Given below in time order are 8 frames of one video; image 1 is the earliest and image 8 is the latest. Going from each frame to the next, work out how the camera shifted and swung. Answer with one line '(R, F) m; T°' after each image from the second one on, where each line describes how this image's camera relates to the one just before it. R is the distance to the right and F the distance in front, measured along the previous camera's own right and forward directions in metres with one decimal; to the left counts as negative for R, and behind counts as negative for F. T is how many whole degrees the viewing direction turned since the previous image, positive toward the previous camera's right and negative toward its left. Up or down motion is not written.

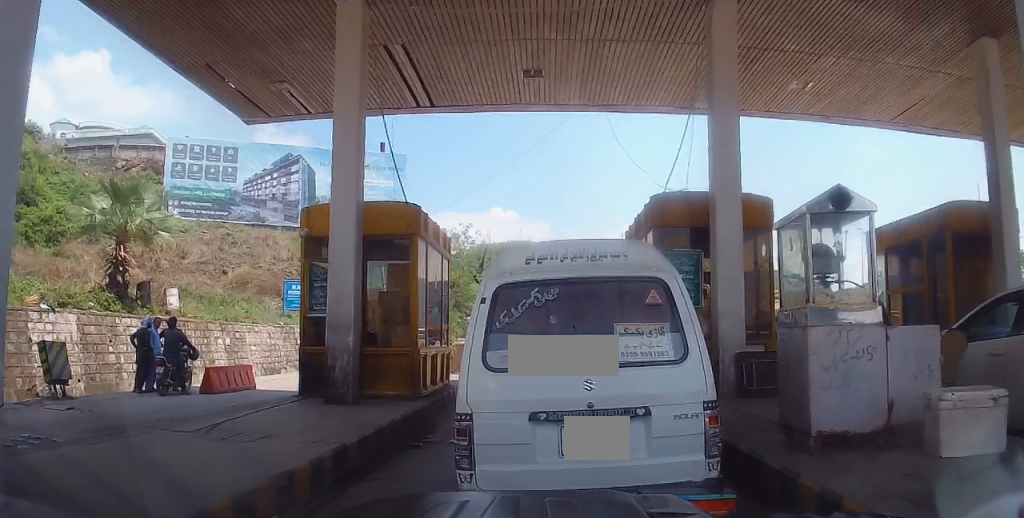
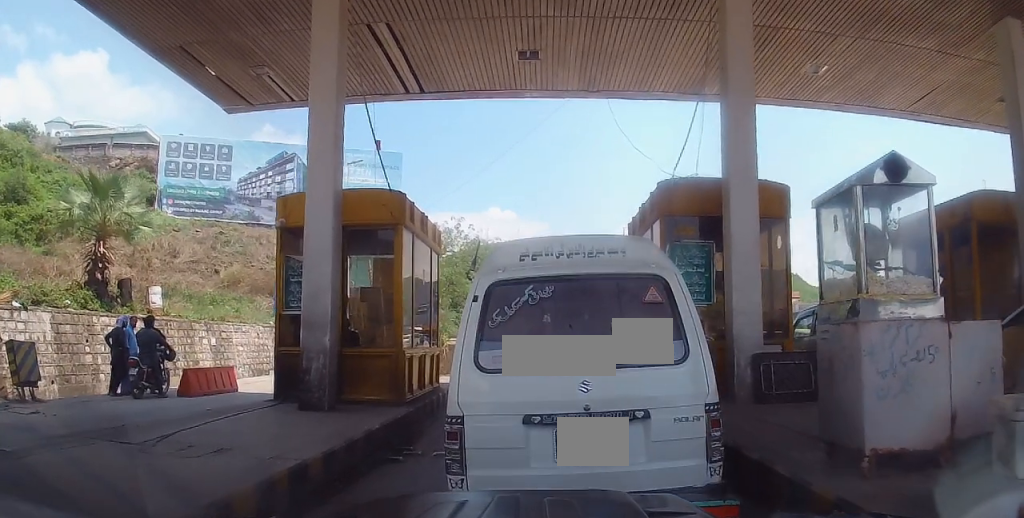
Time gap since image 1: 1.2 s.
(0.0, +0.8) m; 0°
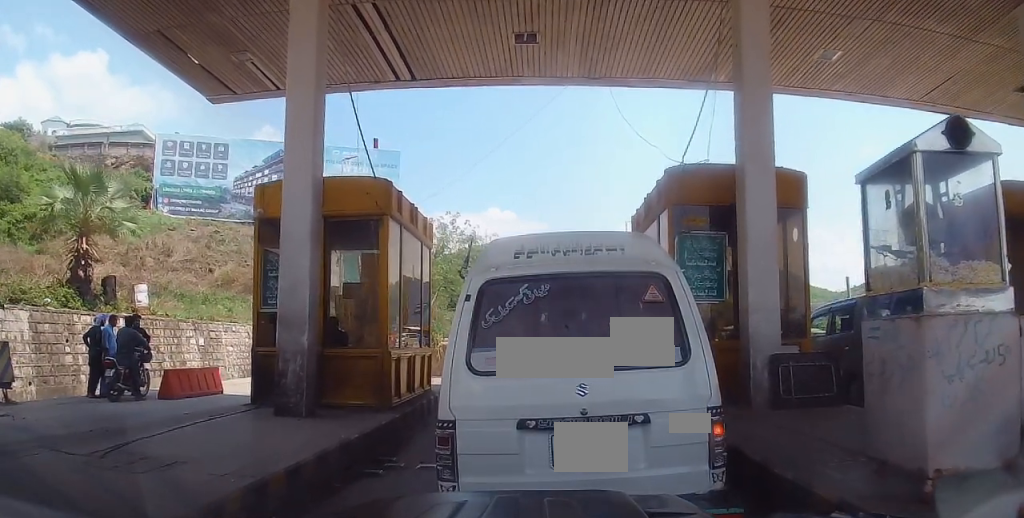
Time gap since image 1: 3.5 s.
(-0.2, +0.2) m; 0°
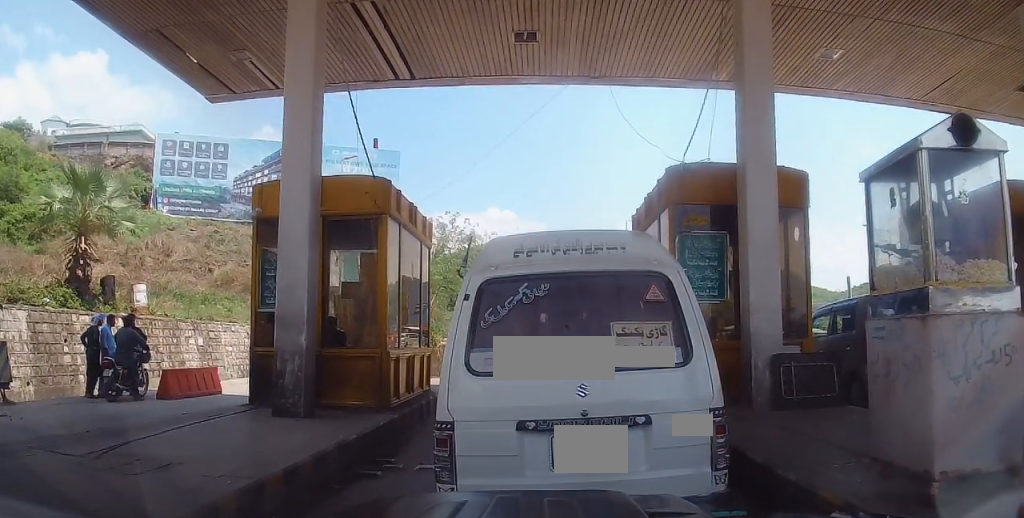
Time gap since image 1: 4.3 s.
(0.0, 0.0) m; 0°
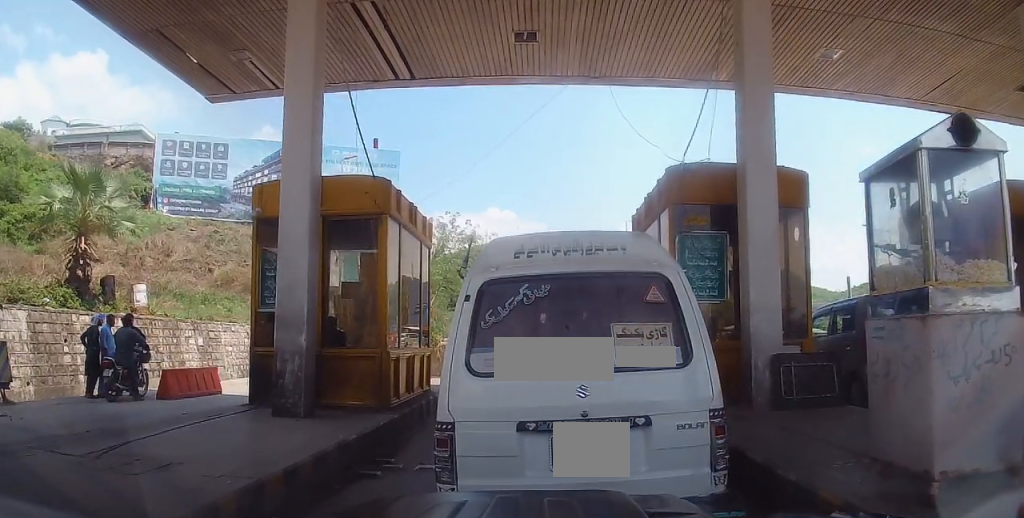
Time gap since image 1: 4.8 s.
(0.0, 0.0) m; 0°
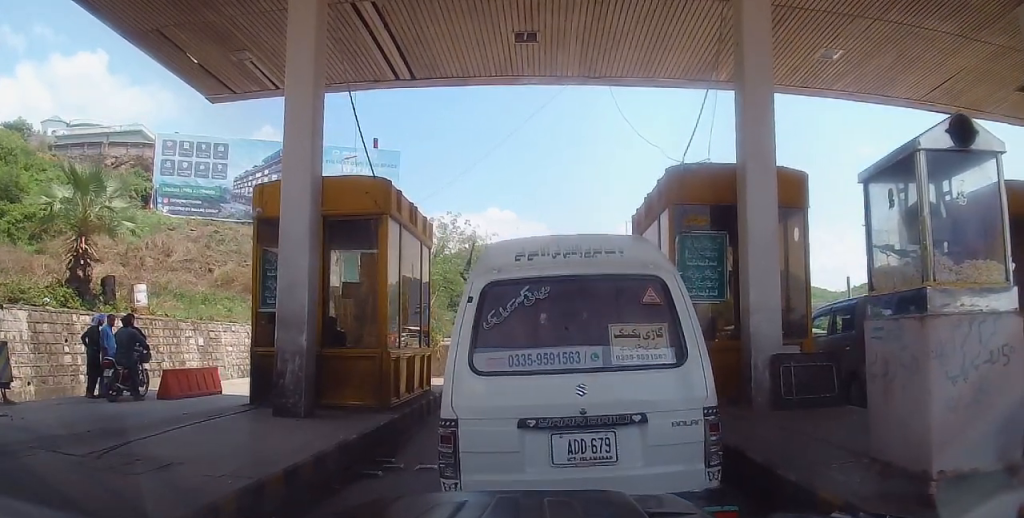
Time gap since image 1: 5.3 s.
(0.0, 0.0) m; 0°
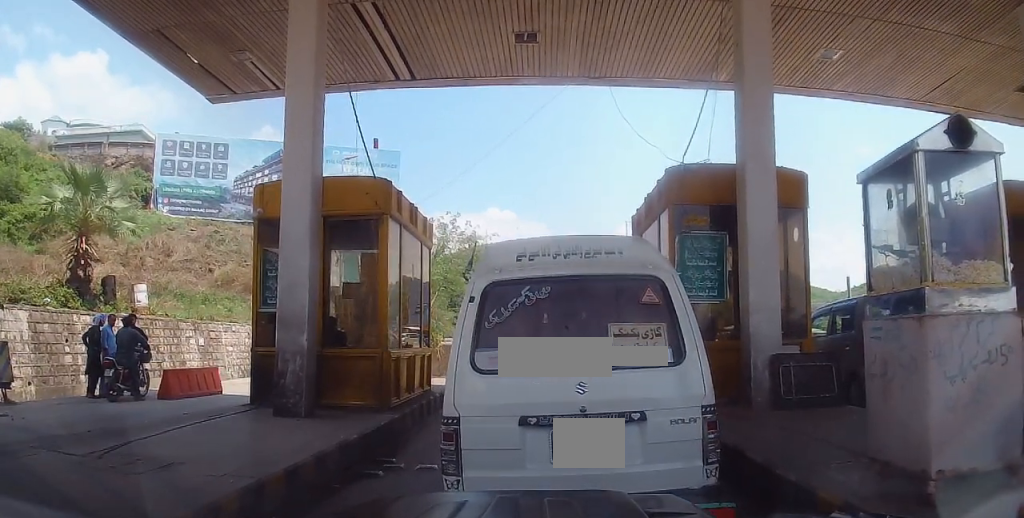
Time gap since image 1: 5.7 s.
(0.0, 0.0) m; 0°
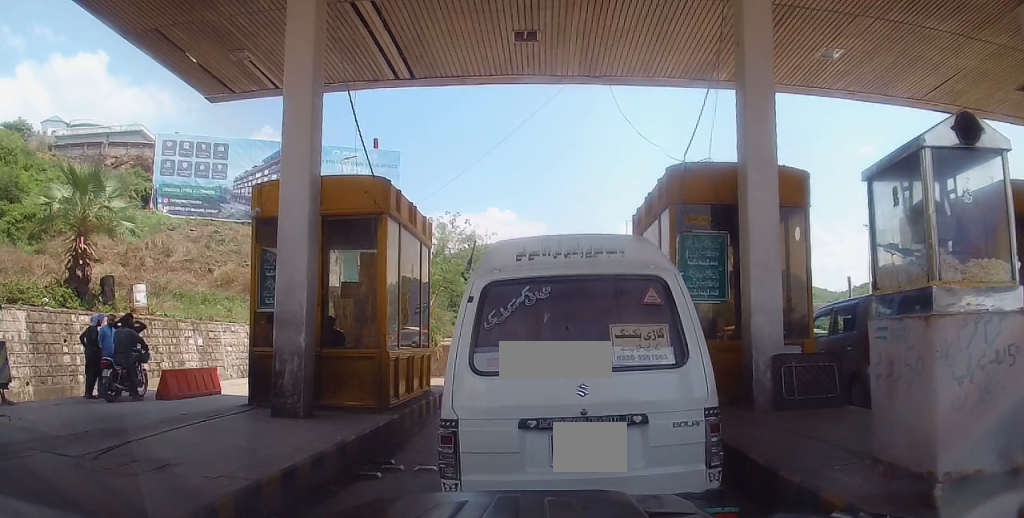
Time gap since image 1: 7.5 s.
(0.0, 0.0) m; 0°
